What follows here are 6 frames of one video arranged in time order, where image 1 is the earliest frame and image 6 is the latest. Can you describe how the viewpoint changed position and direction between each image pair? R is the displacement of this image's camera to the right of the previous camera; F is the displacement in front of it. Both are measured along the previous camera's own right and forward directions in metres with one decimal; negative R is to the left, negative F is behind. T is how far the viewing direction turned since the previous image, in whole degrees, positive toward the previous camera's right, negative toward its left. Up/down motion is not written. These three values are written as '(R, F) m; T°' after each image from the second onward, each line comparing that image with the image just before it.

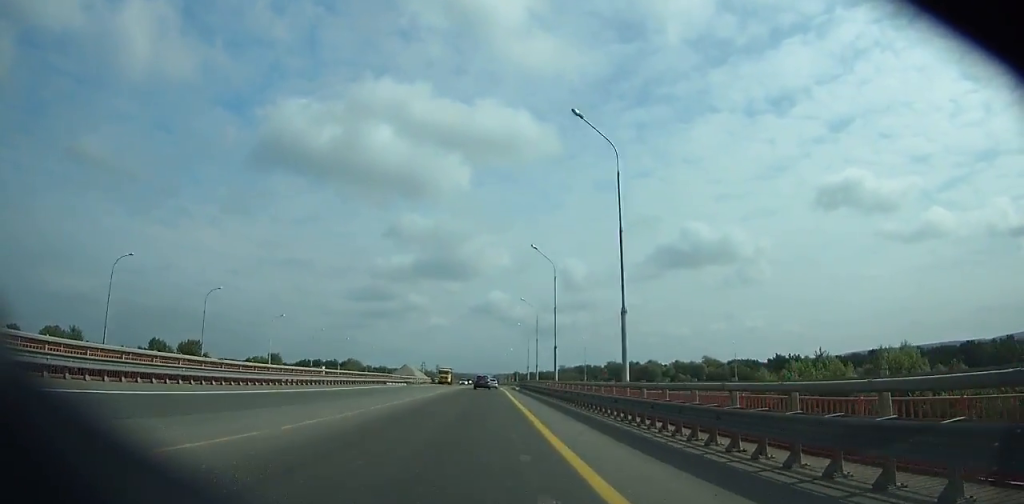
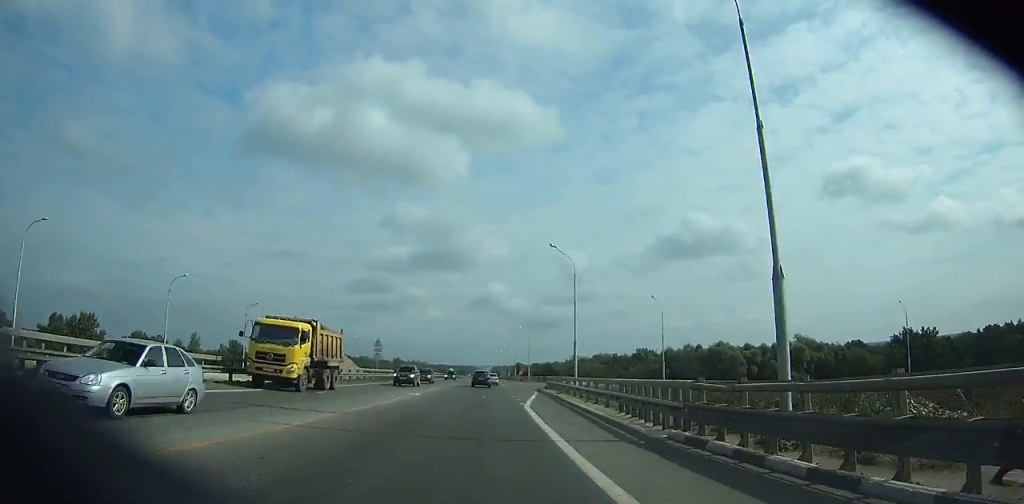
(-0.1, +65.1) m; -1°
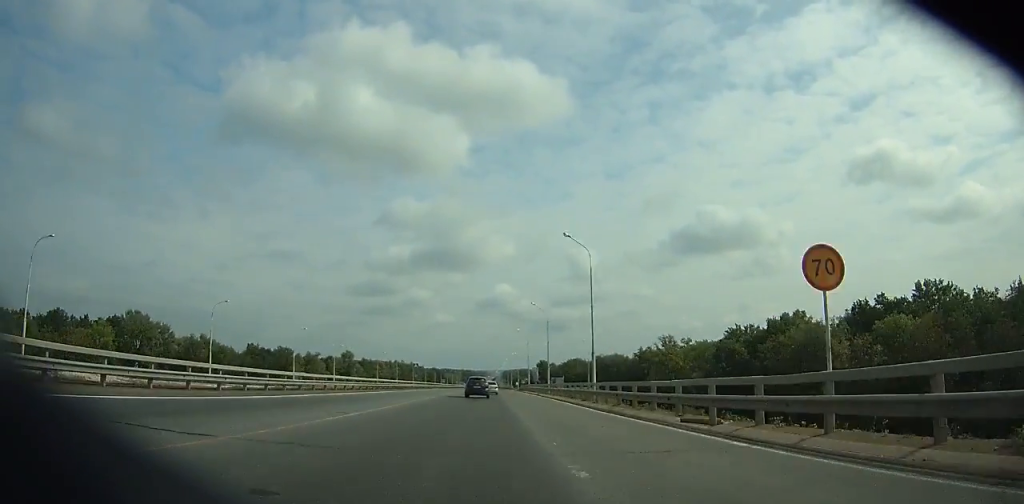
(+3.5, +176.7) m; +2°
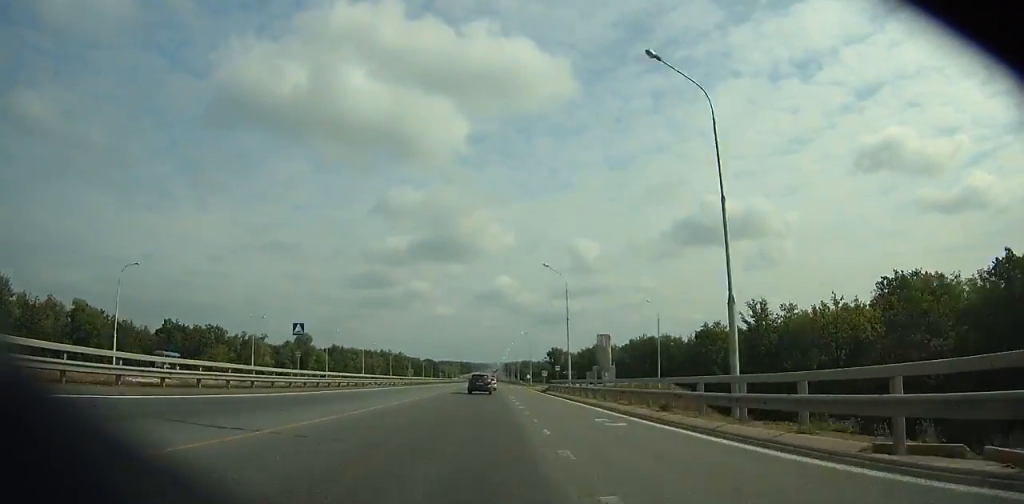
(-1.0, +70.8) m; -1°
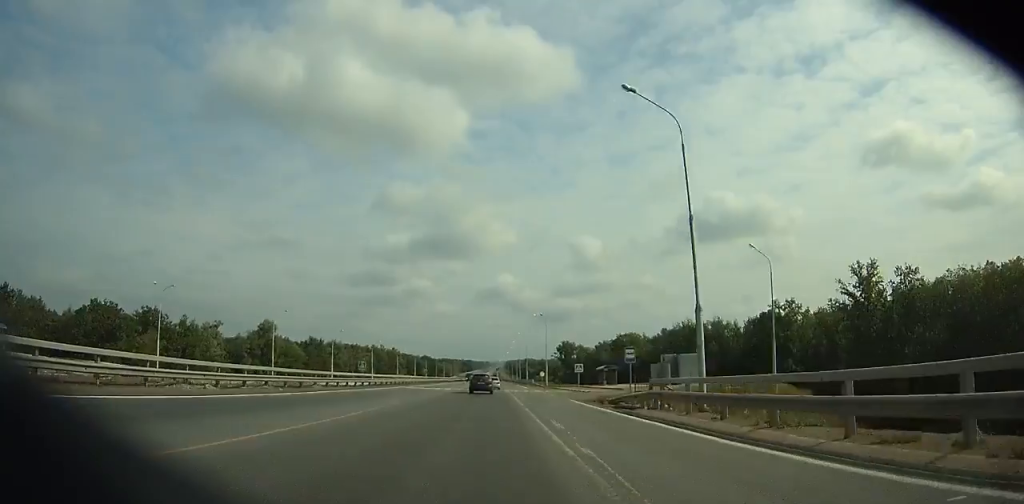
(-0.1, +39.2) m; 0°
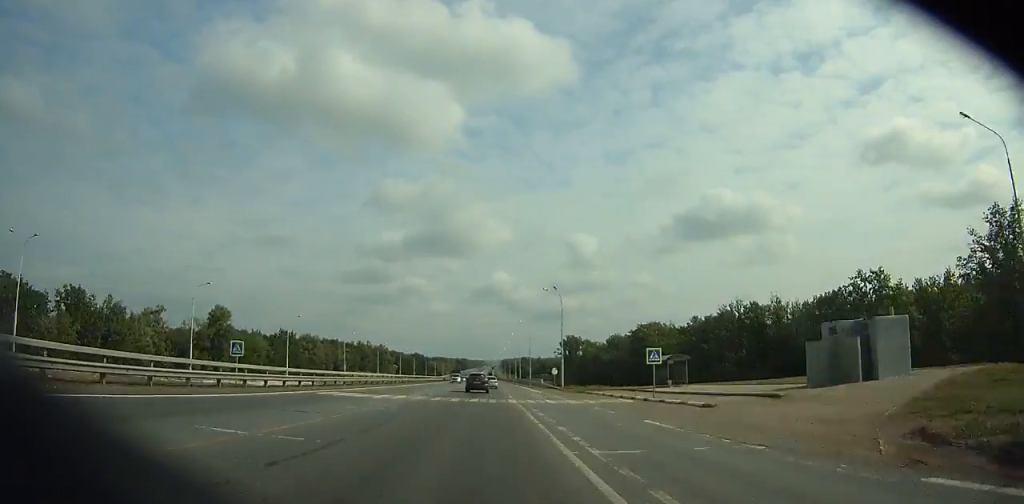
(0.0, +30.1) m; 0°
